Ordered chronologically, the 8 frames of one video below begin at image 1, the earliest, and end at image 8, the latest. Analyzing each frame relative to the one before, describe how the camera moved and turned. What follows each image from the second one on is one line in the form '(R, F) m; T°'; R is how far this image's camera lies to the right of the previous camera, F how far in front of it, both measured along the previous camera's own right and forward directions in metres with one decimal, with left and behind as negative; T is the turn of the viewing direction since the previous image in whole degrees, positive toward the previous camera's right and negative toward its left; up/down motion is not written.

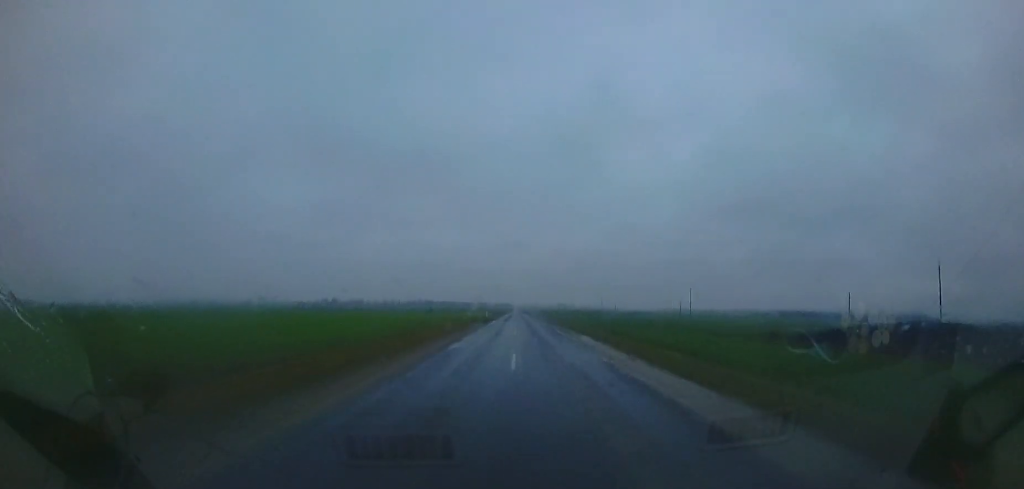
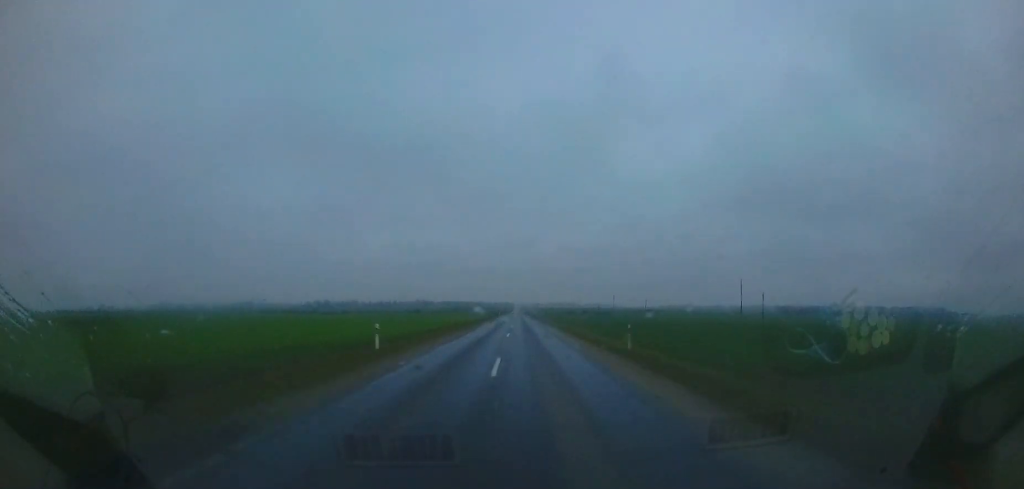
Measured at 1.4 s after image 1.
(-0.6, +48.5) m; -1°
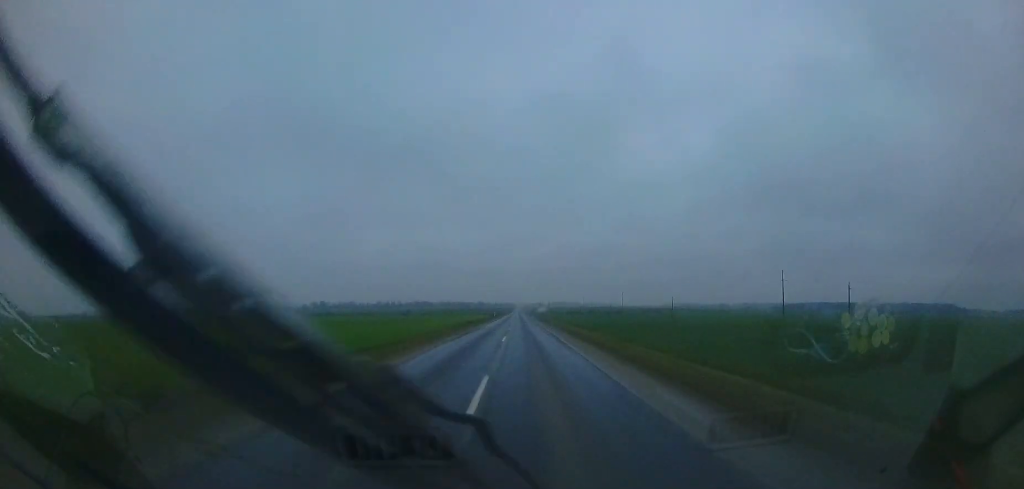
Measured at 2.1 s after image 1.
(-0.1, +26.7) m; 0°
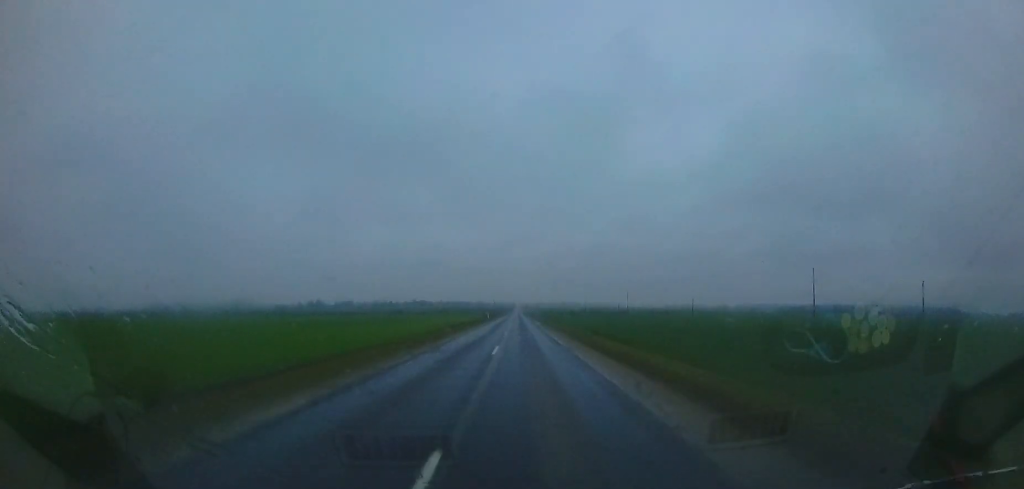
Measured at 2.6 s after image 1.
(-0.1, +16.1) m; 0°
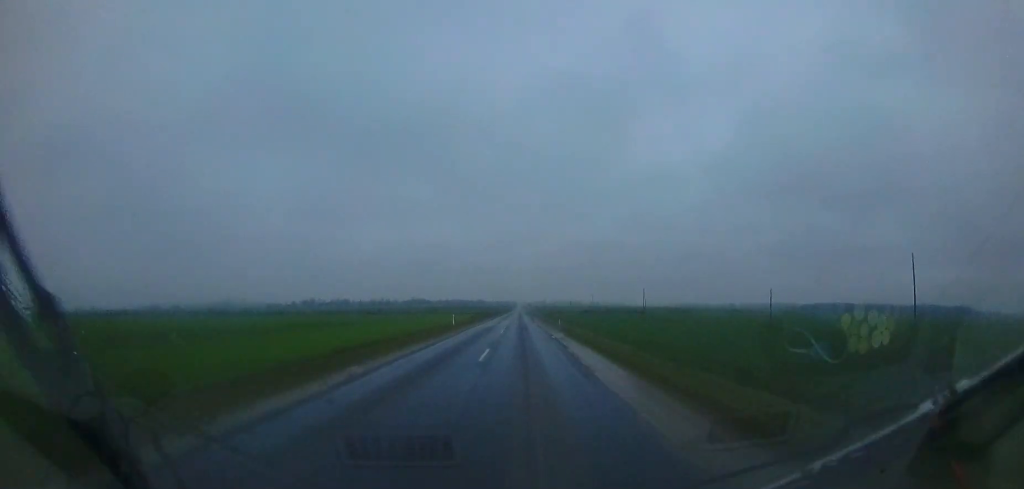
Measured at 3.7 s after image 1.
(+0.5, +37.8) m; 0°
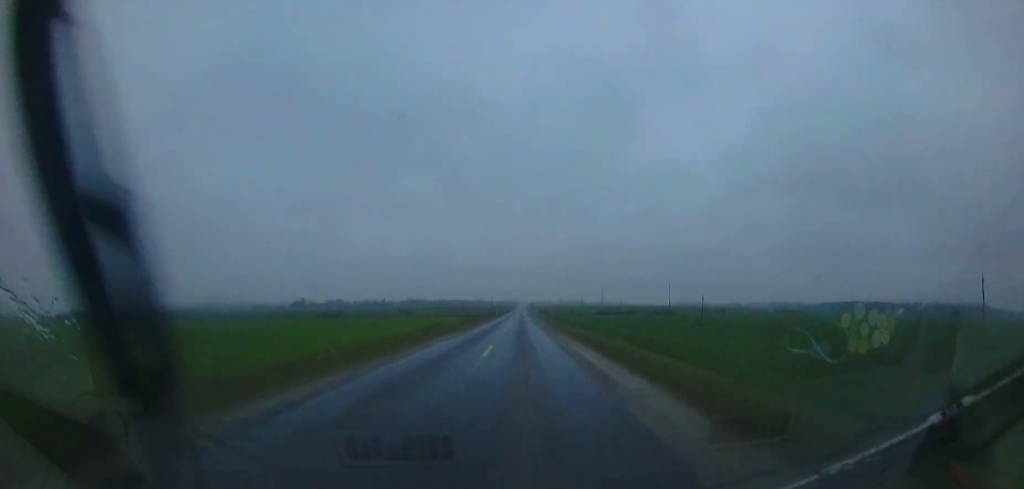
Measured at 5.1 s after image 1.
(-0.7, +46.8) m; -1°
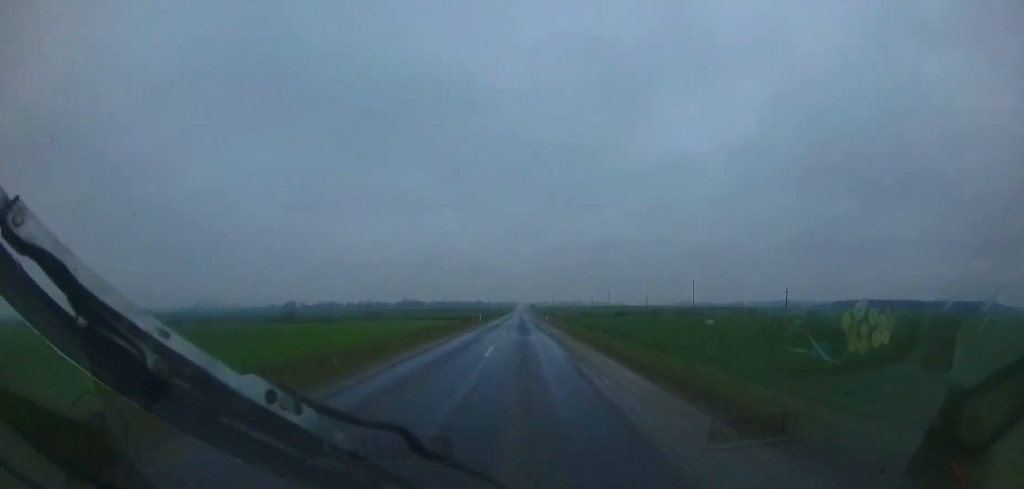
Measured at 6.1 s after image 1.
(+0.2, +35.2) m; +1°
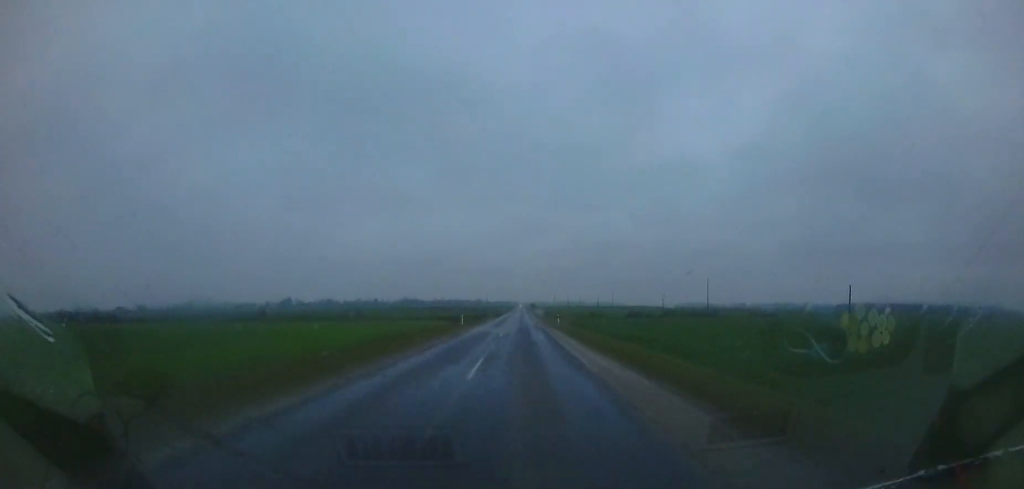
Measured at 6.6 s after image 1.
(+0.2, +15.9) m; 0°
